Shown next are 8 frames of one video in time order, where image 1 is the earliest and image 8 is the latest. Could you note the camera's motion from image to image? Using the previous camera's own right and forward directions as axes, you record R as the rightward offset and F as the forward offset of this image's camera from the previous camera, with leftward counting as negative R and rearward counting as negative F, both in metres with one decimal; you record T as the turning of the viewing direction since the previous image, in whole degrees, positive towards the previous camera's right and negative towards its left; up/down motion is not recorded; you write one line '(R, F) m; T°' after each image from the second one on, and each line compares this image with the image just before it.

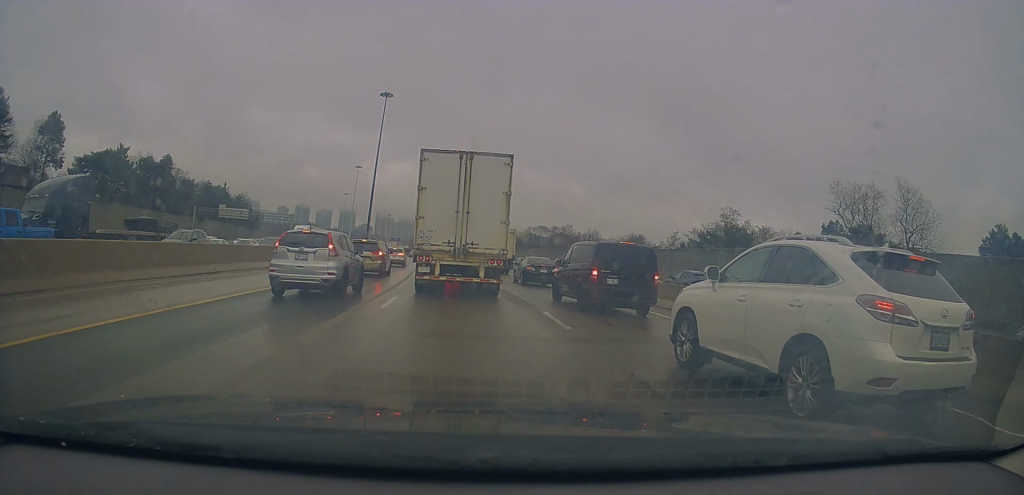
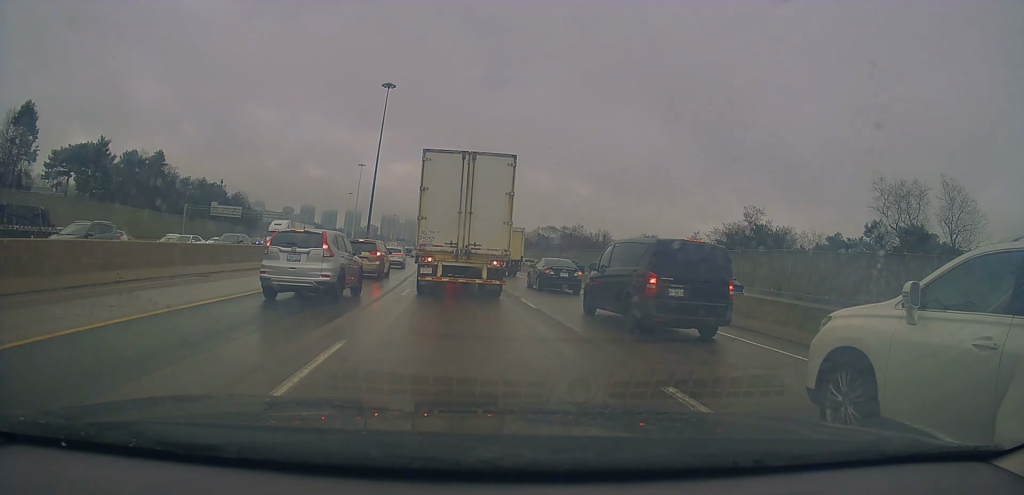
(-0.2, +7.6) m; -2°
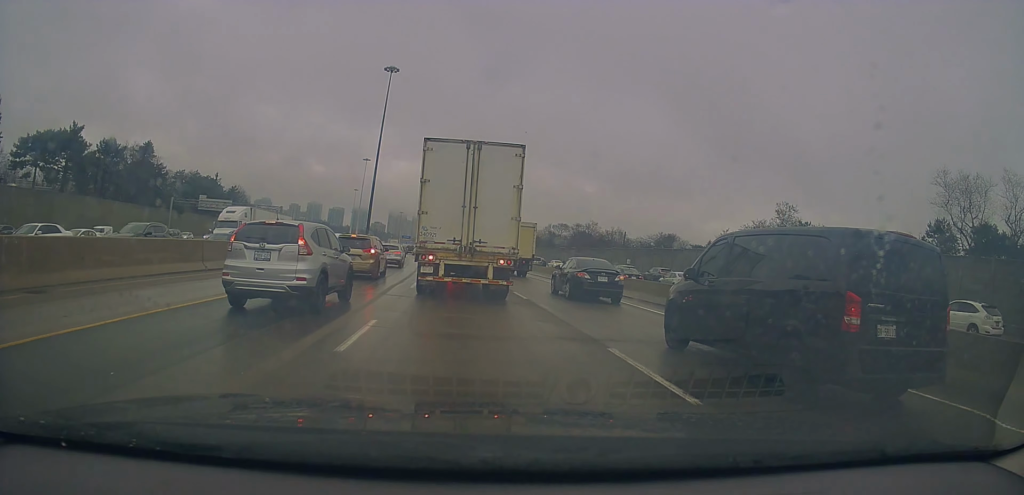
(-0.1, +9.7) m; +2°
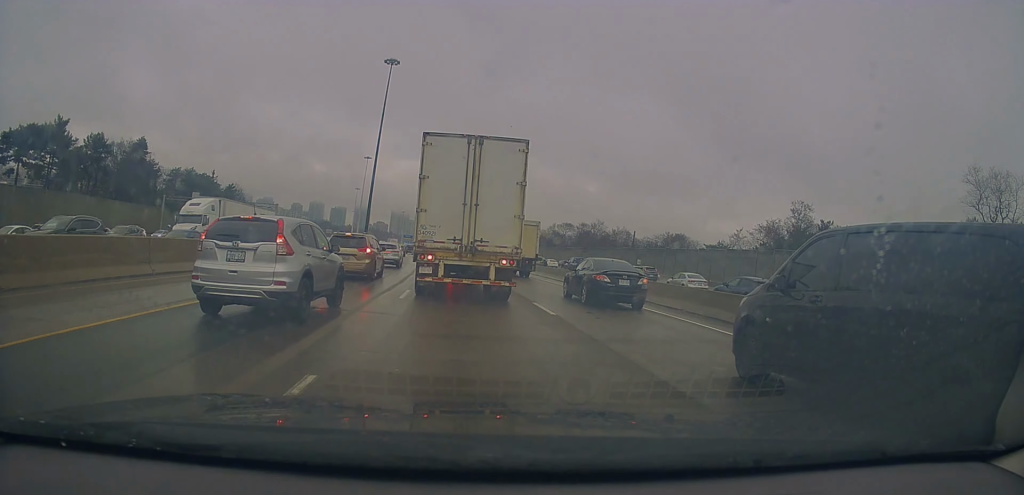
(+0.1, +4.5) m; +2°
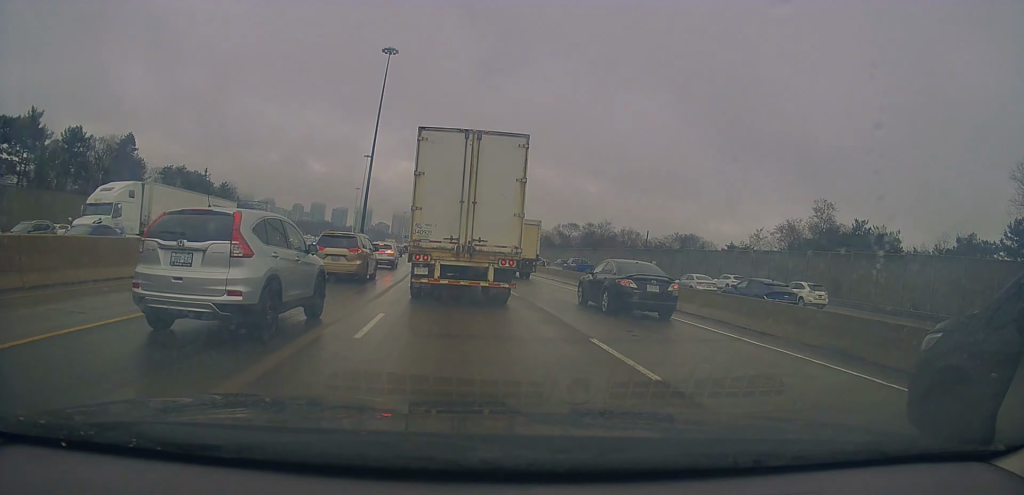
(+0.2, +7.1) m; -1°
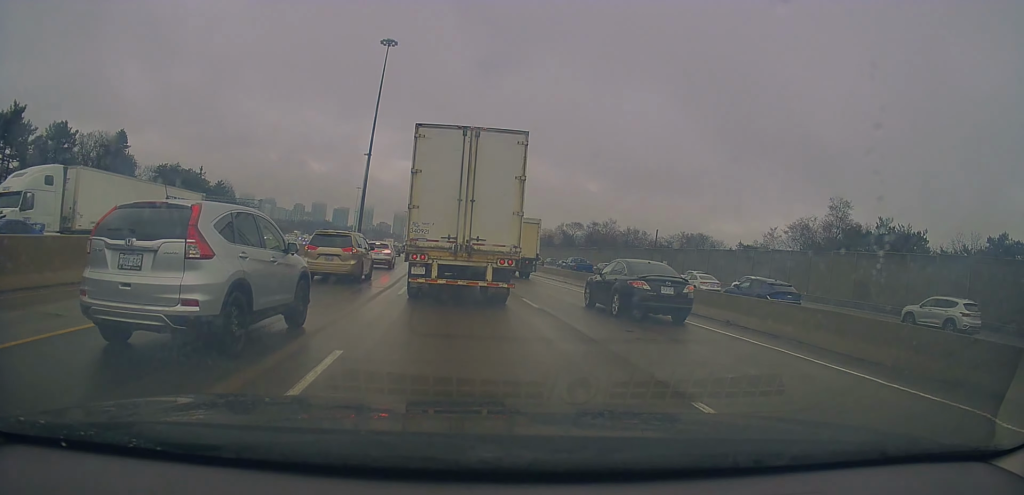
(-0.1, +4.3) m; -2°
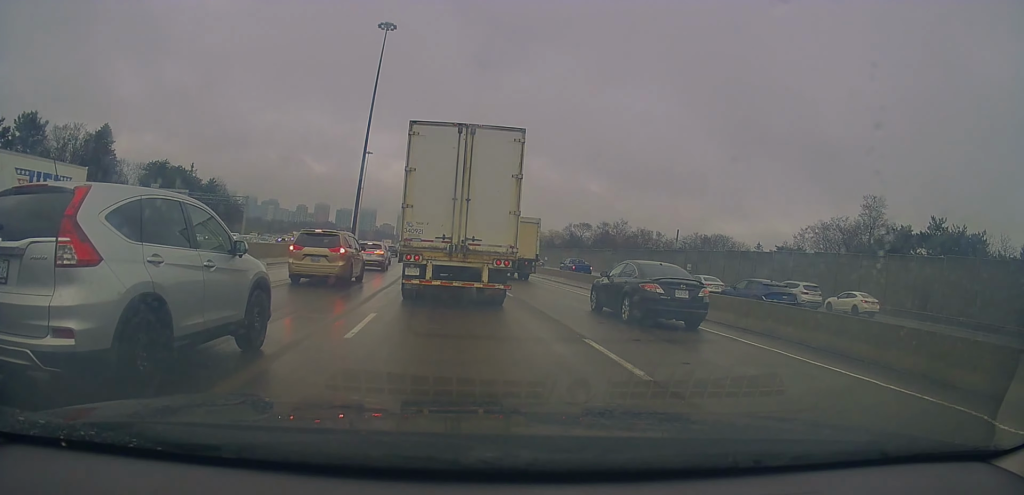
(-0.4, +8.2) m; -3°
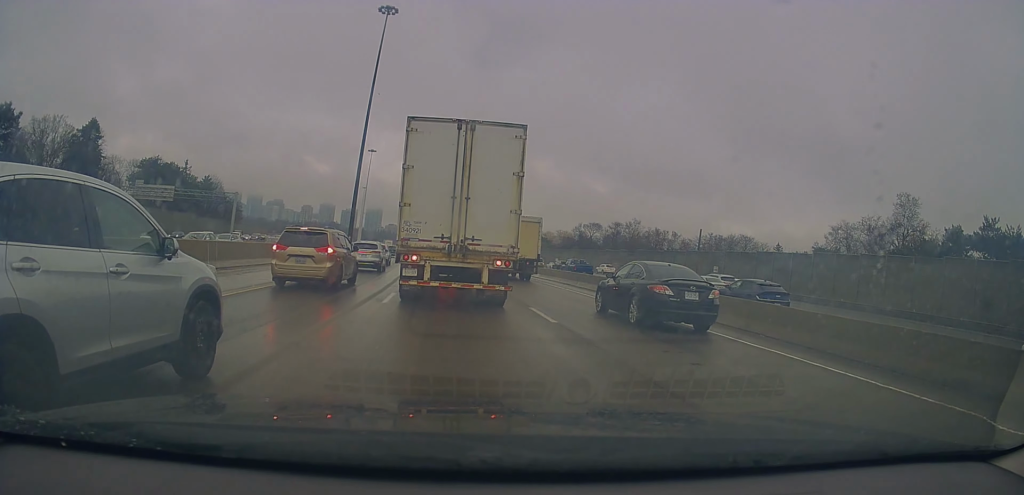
(0.0, +7.0) m; -1°
